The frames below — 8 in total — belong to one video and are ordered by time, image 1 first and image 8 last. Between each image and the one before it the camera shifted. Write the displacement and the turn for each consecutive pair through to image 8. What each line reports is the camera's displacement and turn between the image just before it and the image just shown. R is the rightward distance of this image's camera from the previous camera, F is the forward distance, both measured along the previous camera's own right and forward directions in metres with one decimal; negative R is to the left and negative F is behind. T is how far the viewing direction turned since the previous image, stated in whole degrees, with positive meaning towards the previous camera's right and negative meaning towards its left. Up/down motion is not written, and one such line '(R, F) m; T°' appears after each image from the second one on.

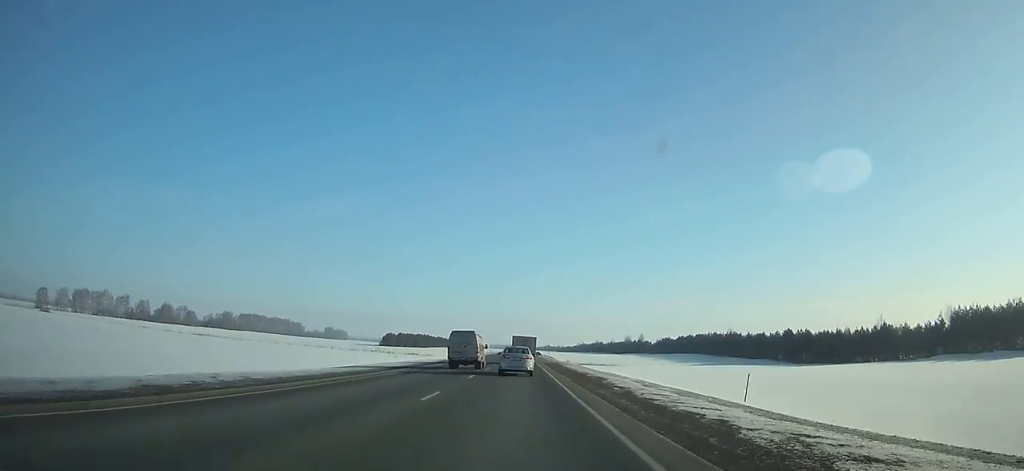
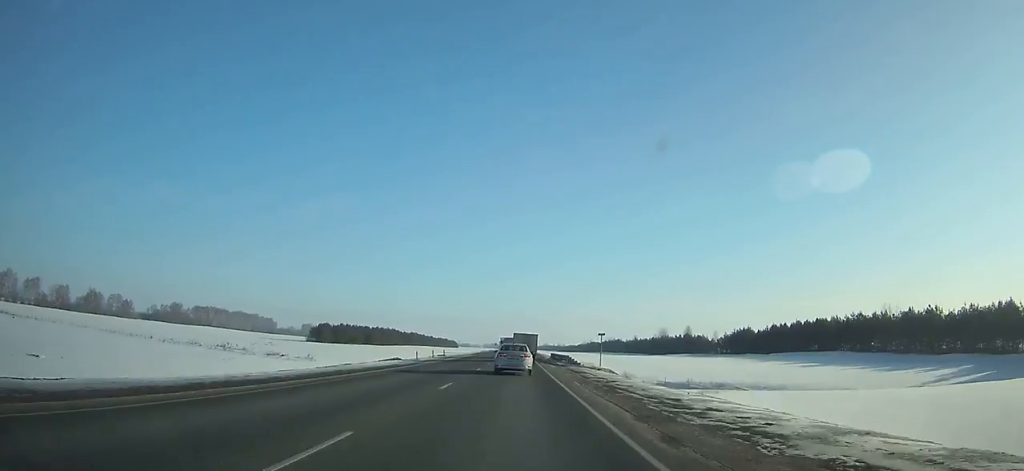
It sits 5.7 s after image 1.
(+0.4, +104.9) m; 0°
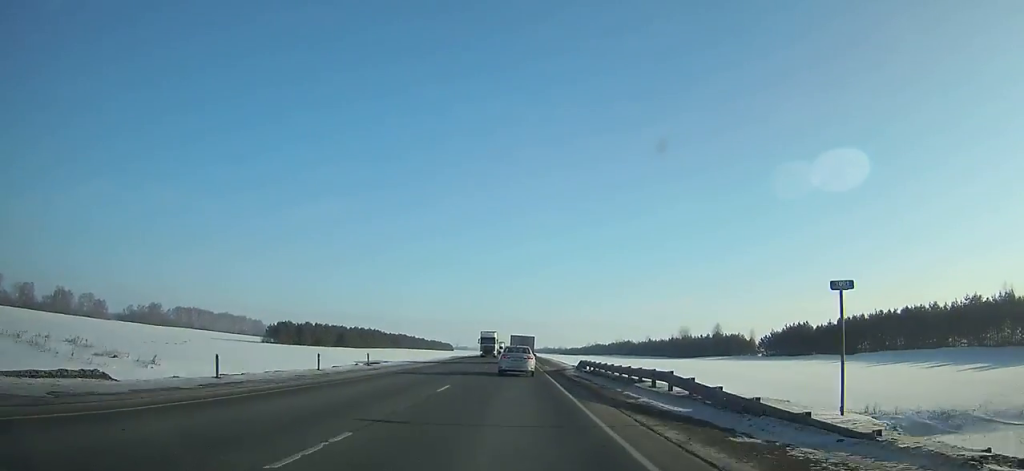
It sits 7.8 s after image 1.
(+0.1, +38.6) m; 0°
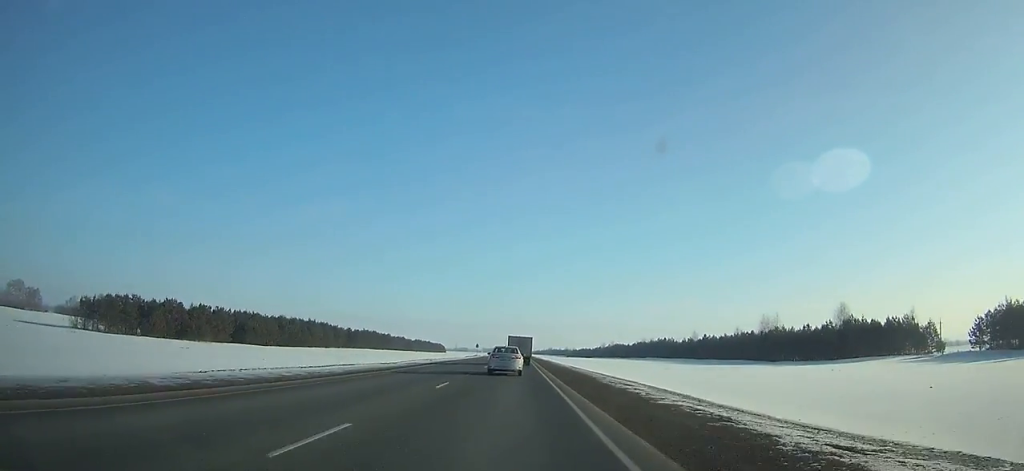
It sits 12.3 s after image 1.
(0.0, +85.0) m; 0°
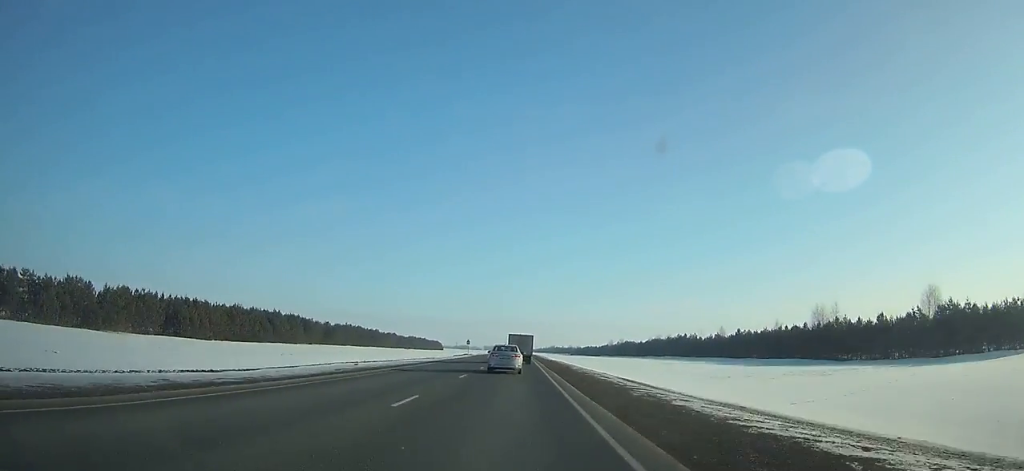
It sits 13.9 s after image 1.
(0.0, +30.8) m; 0°
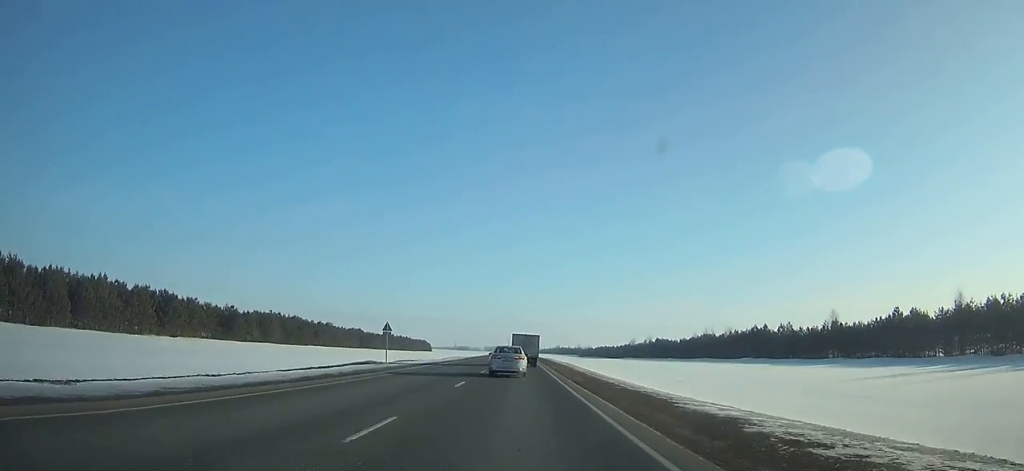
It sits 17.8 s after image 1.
(-0.1, +76.8) m; 0°
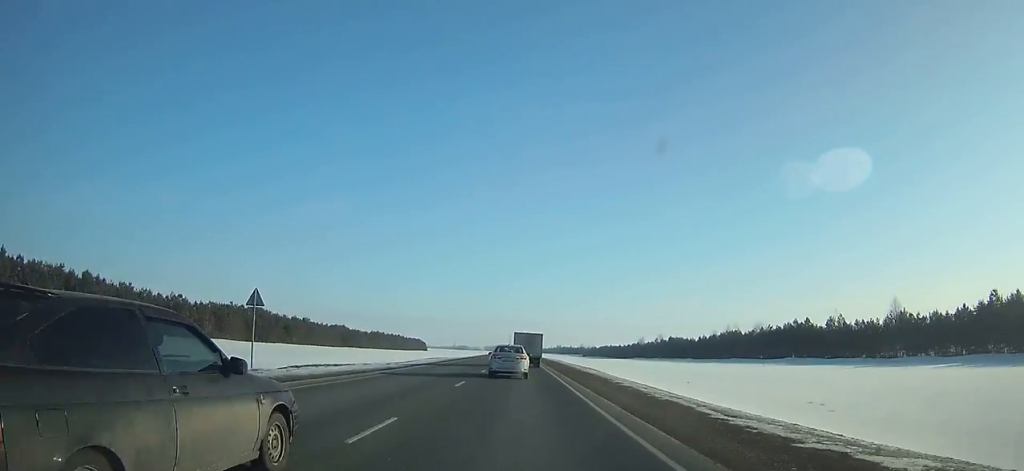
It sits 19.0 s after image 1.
(+0.1, +23.9) m; 0°
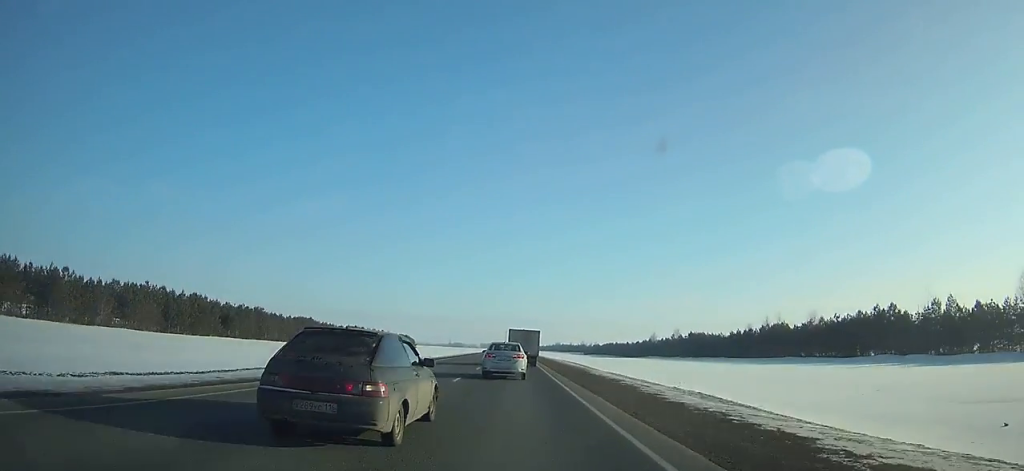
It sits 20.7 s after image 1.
(0.0, +33.7) m; 0°
